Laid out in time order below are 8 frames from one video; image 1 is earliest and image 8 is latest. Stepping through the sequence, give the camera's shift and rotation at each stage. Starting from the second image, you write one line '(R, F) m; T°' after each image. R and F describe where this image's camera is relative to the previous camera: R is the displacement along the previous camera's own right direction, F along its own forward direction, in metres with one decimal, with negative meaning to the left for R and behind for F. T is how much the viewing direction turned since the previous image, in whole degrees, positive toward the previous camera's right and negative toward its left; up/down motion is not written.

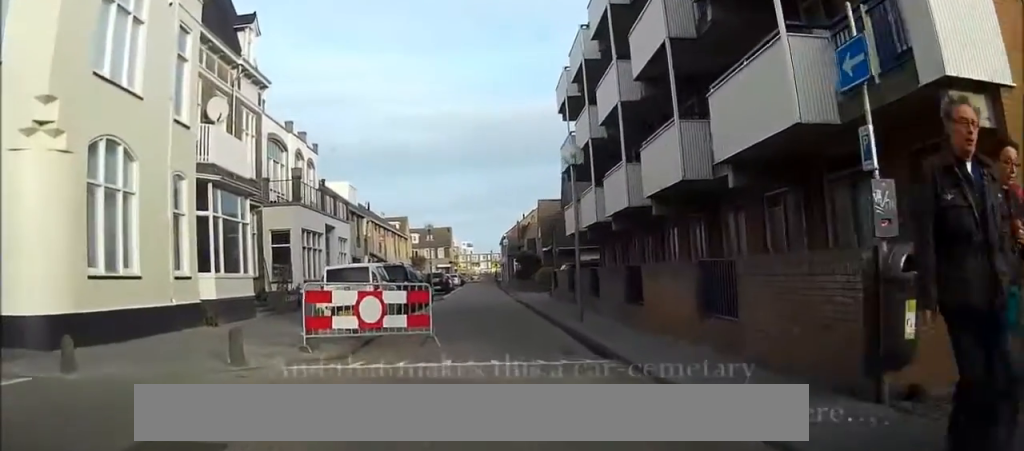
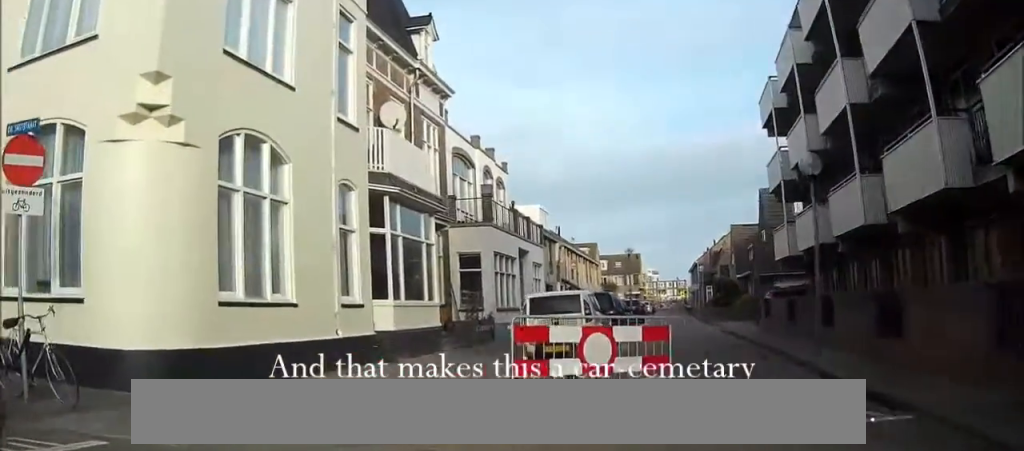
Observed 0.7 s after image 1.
(-0.3, +2.9) m; -20°
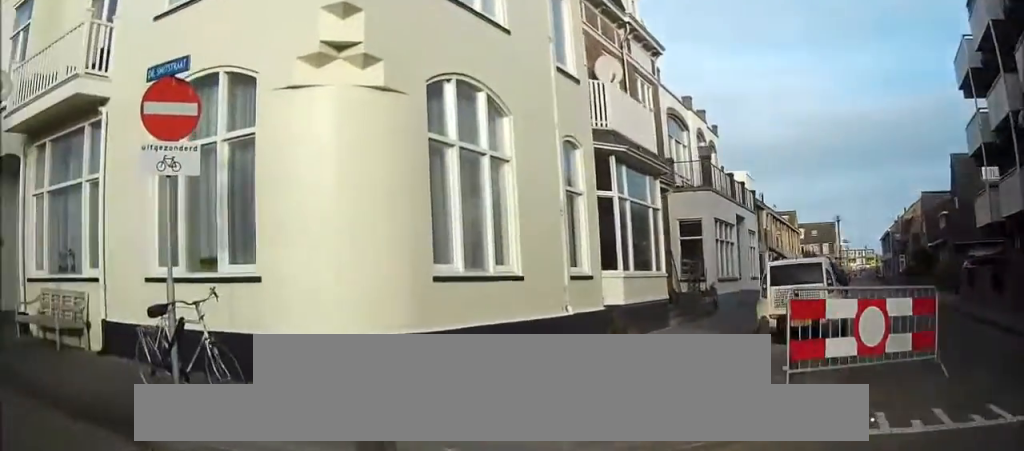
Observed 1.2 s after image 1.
(+0.2, +1.8) m; -17°
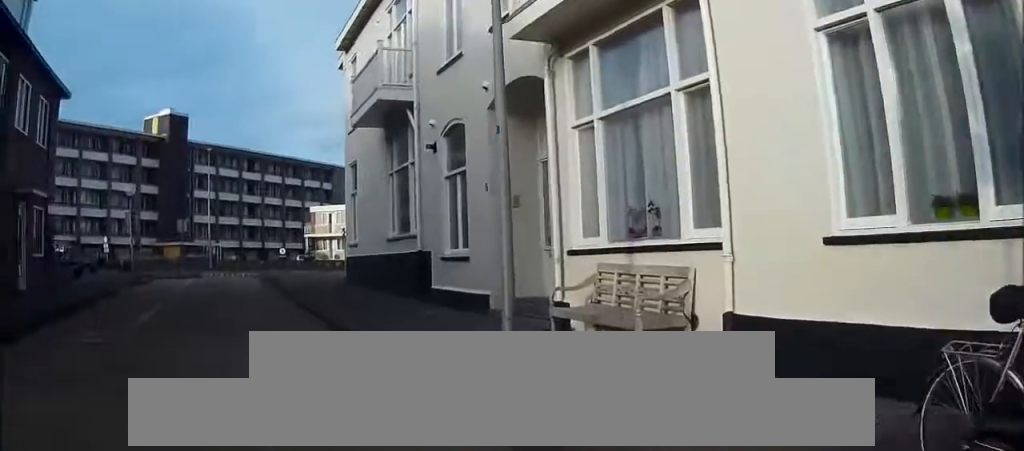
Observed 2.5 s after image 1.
(-2.4, +4.5) m; -38°
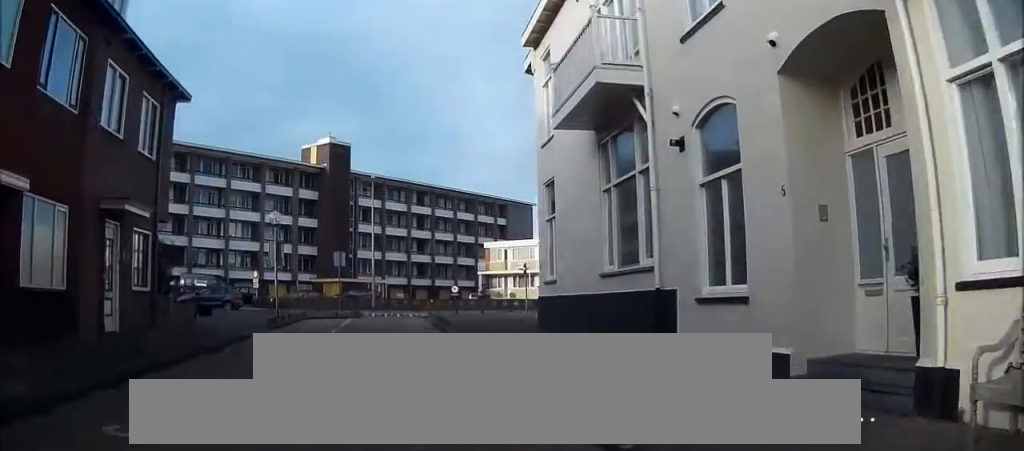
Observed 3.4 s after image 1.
(-0.5, +4.3) m; -4°
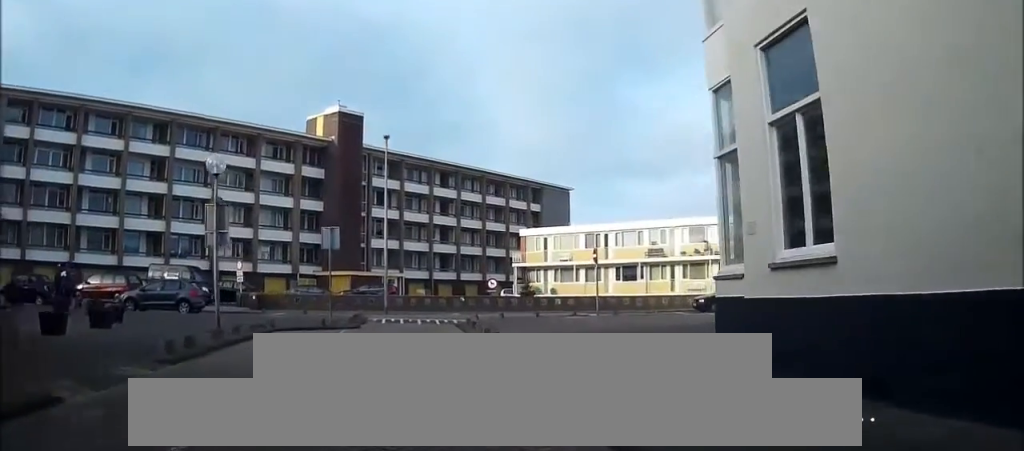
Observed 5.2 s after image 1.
(+0.2, +11.0) m; +1°
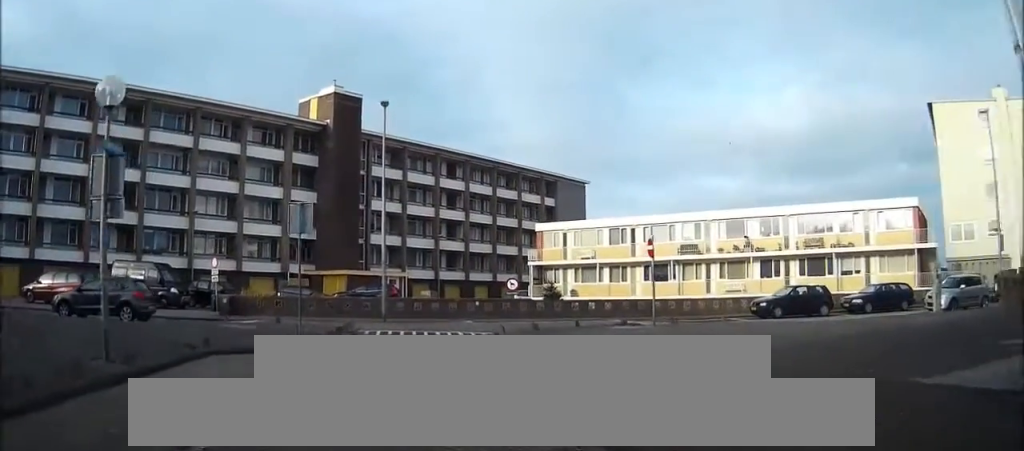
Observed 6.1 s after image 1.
(+0.1, +6.4) m; +1°
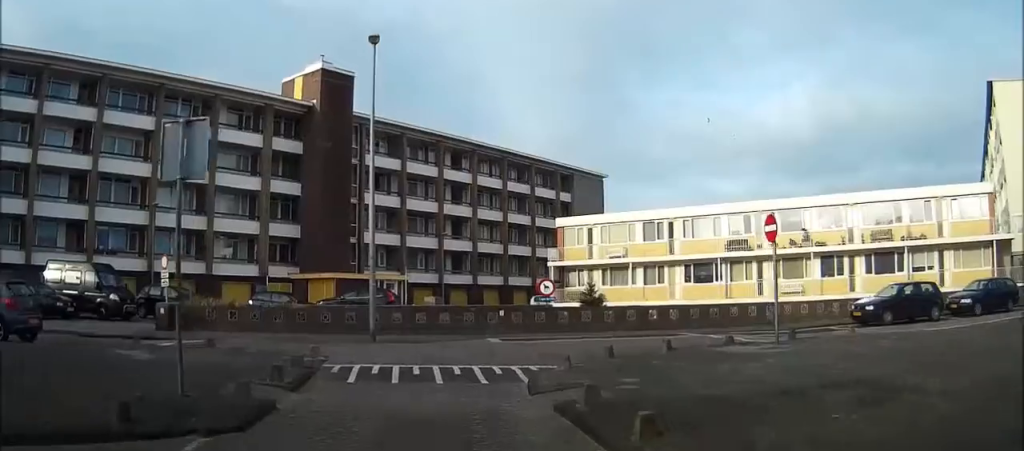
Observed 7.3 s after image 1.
(0.0, +8.1) m; 0°
